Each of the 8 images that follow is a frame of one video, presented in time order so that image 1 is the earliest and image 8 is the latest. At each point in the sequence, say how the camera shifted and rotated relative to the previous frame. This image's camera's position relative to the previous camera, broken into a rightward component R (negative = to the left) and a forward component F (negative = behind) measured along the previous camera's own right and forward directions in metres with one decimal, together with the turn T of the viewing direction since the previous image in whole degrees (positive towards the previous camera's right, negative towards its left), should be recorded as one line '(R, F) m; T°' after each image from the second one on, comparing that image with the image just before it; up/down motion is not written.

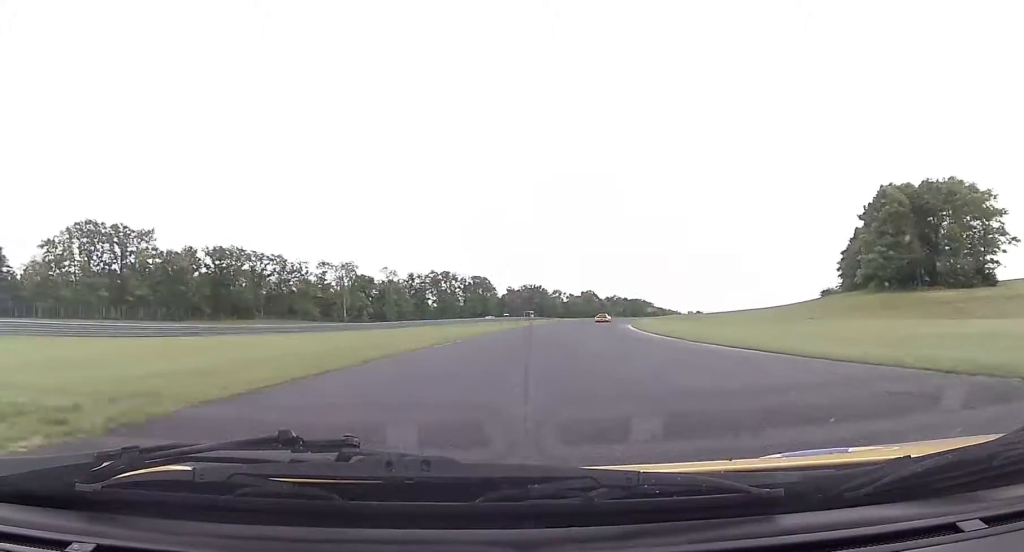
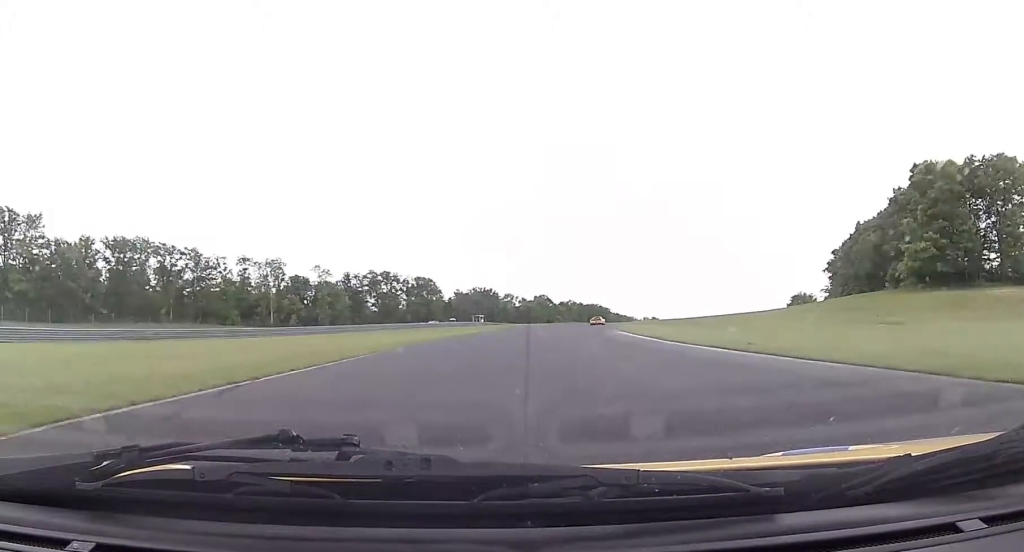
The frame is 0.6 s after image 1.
(+0.3, +23.9) m; +4°
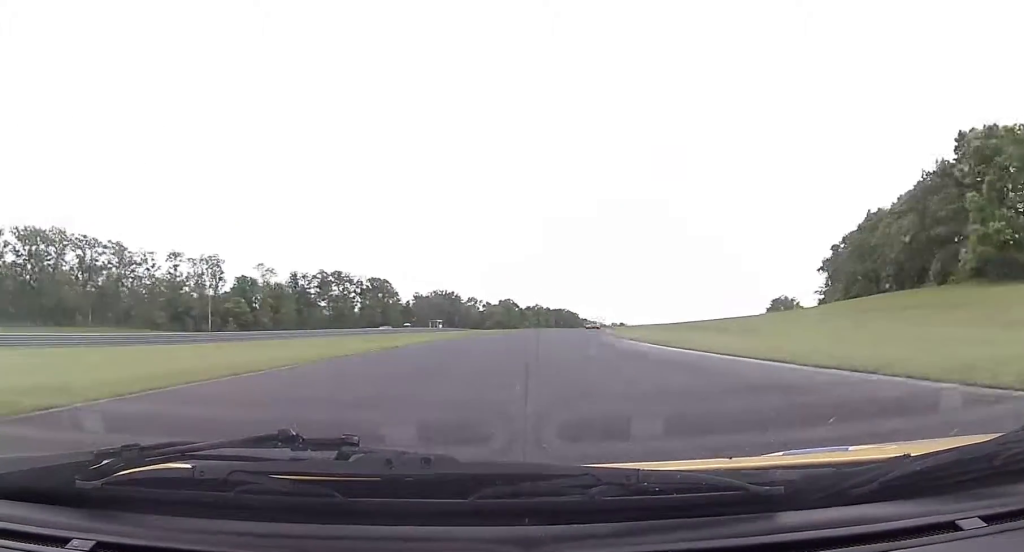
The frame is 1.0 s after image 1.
(+1.0, +18.9) m; +3°
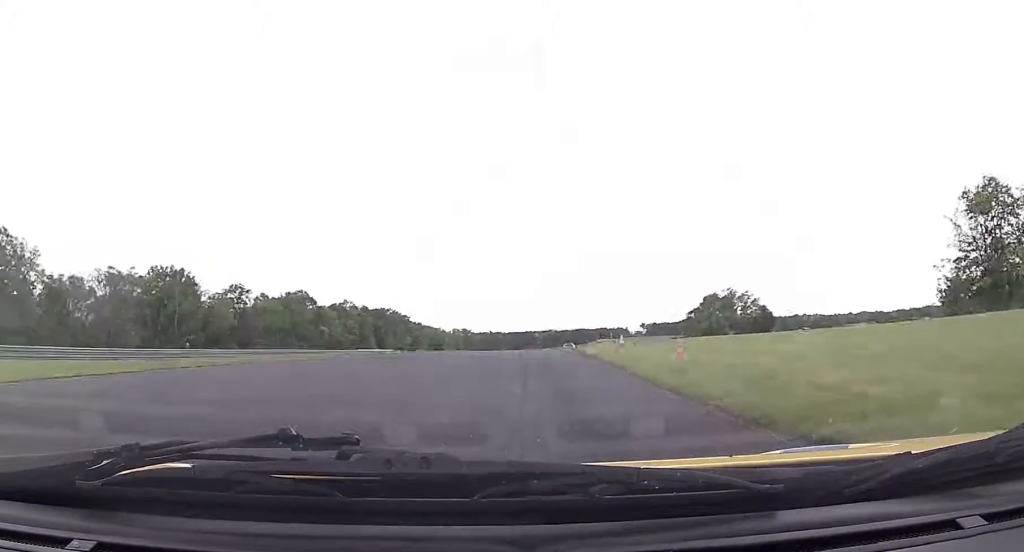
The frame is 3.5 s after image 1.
(+13.4, +113.2) m; +12°
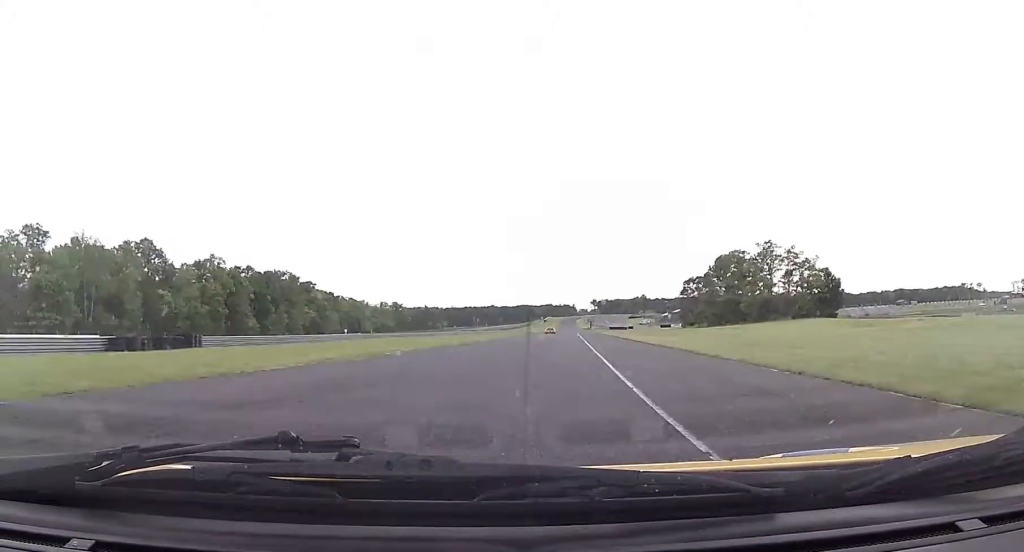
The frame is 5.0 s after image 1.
(+2.4, +68.0) m; +3°
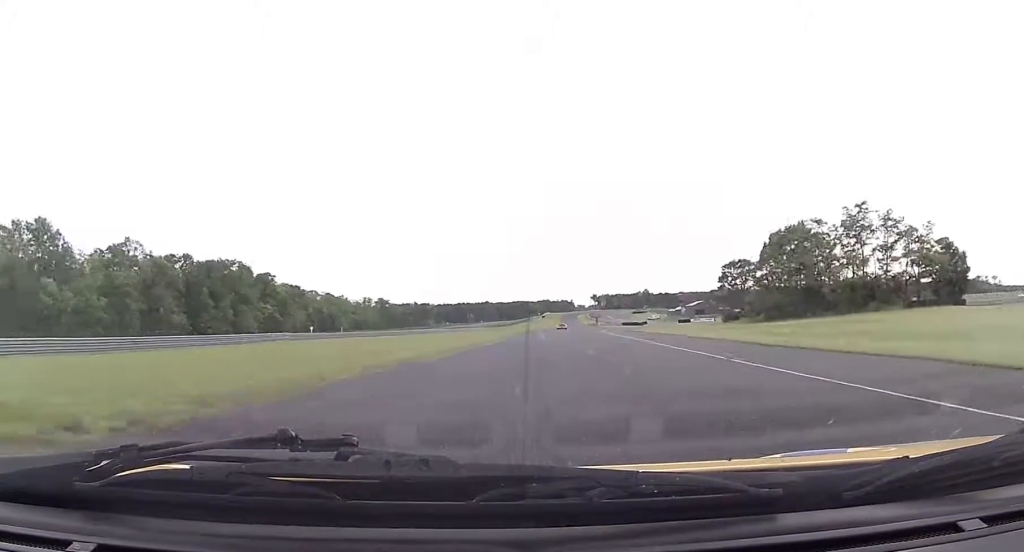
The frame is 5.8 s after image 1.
(+0.4, +37.8) m; +2°
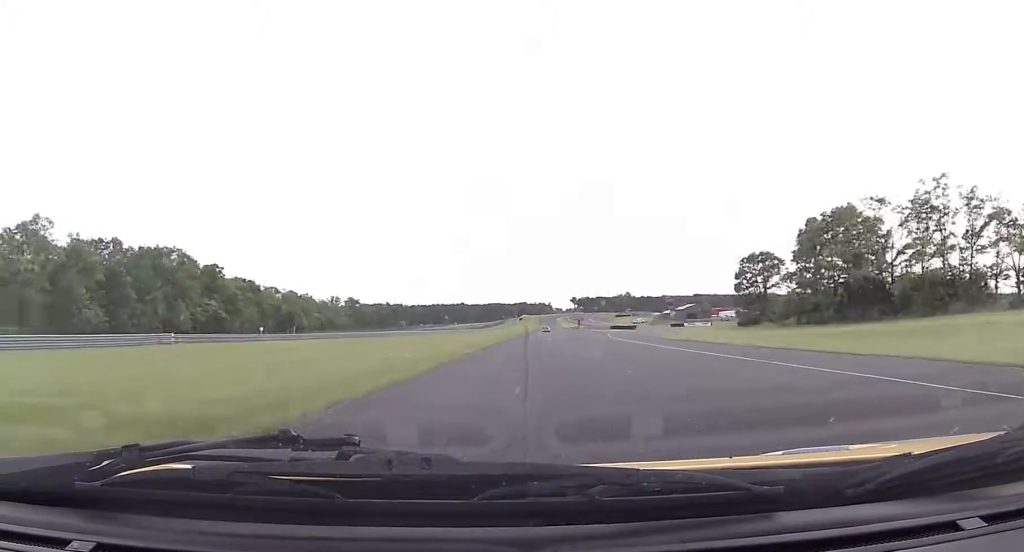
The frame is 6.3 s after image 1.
(+0.2, +23.9) m; +1°
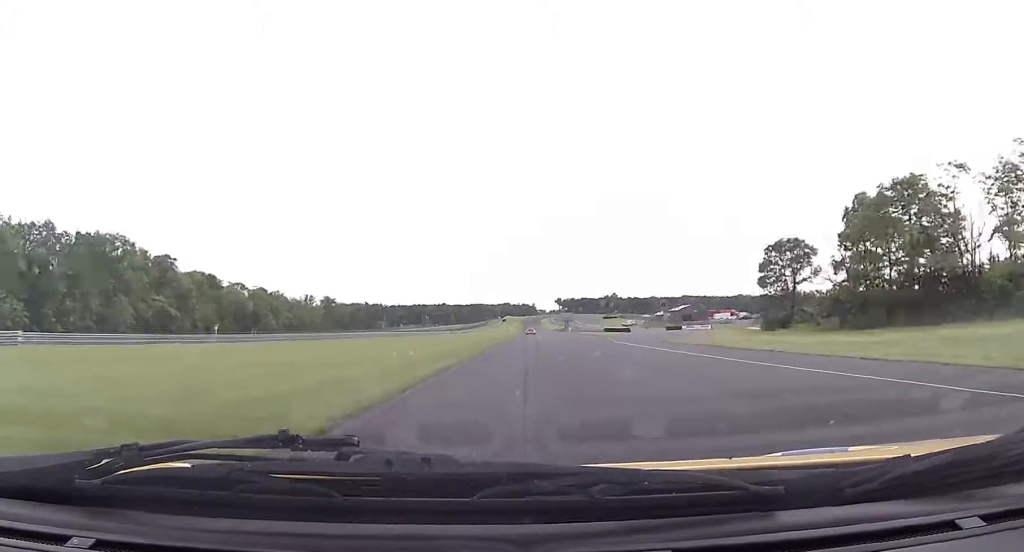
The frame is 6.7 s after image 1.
(0.0, +19.1) m; +1°
